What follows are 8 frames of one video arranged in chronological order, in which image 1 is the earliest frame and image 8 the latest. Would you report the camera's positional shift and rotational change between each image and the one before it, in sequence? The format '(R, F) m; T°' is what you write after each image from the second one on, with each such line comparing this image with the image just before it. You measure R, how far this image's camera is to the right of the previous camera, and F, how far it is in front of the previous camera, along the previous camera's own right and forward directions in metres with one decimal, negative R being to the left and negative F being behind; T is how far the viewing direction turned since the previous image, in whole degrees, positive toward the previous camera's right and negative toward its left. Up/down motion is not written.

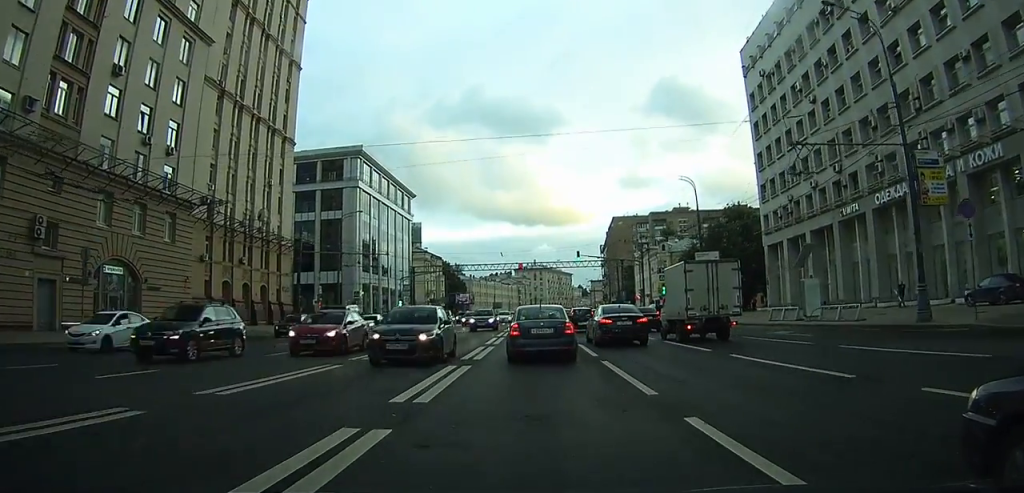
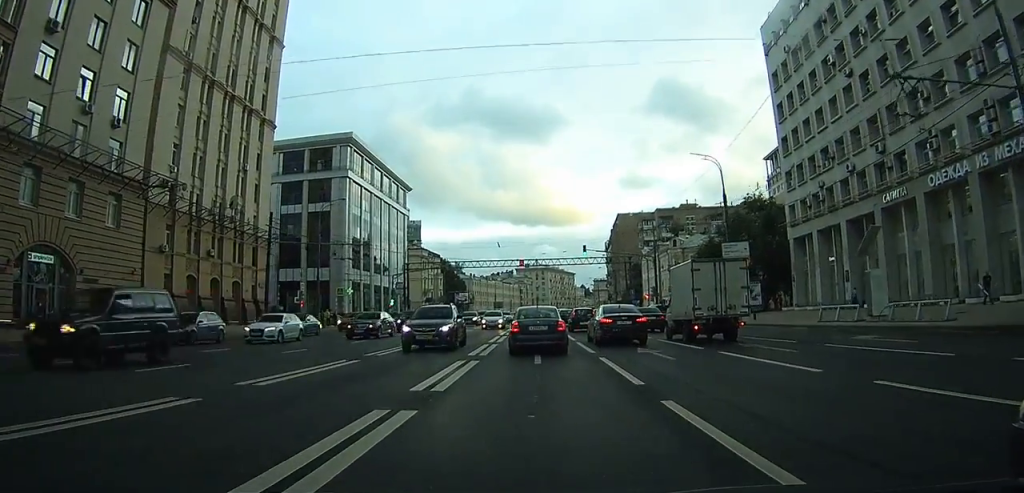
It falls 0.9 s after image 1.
(0.0, +7.7) m; 0°
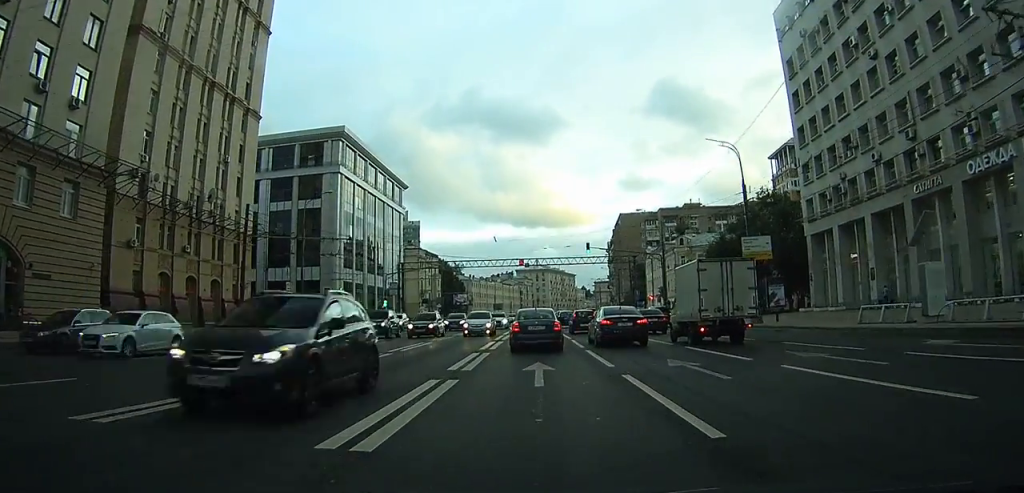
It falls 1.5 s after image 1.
(0.0, +4.7) m; 0°
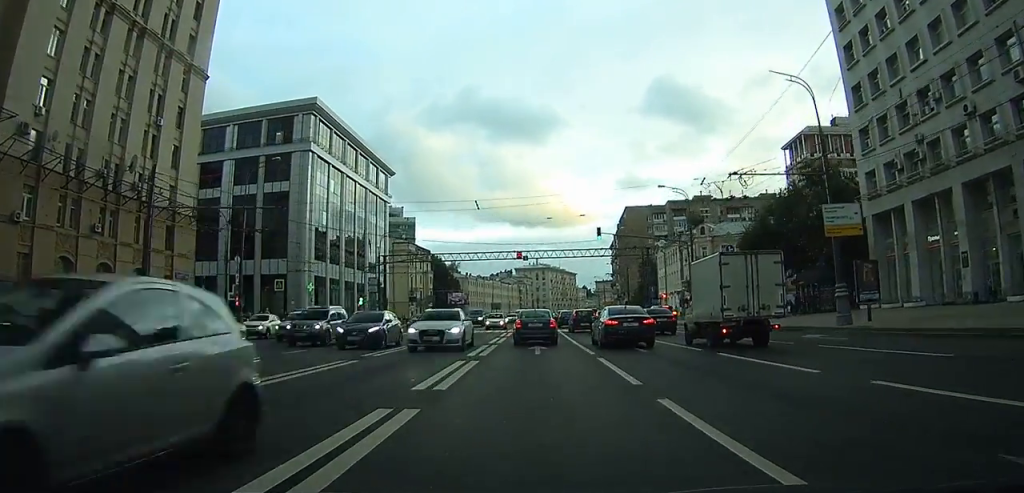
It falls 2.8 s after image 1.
(0.0, +12.4) m; -1°
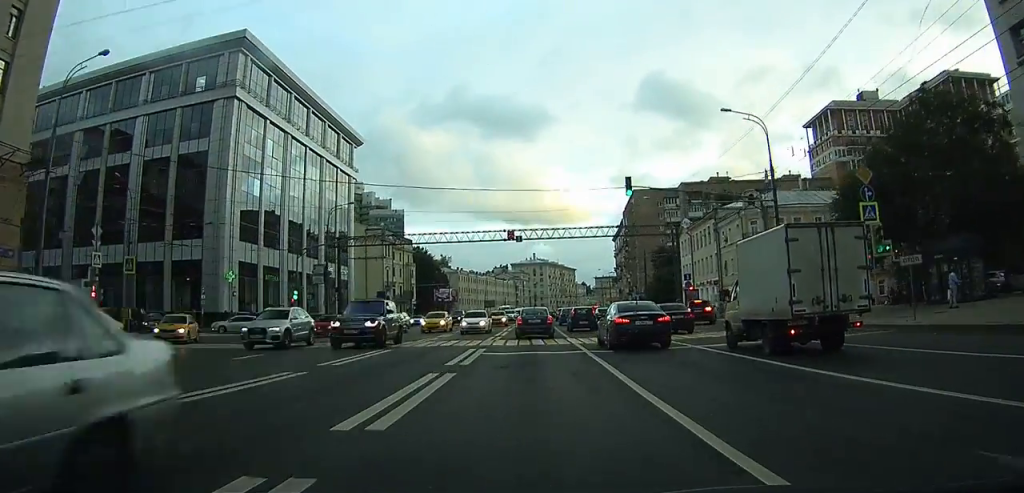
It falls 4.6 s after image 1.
(-0.4, +19.9) m; -3°
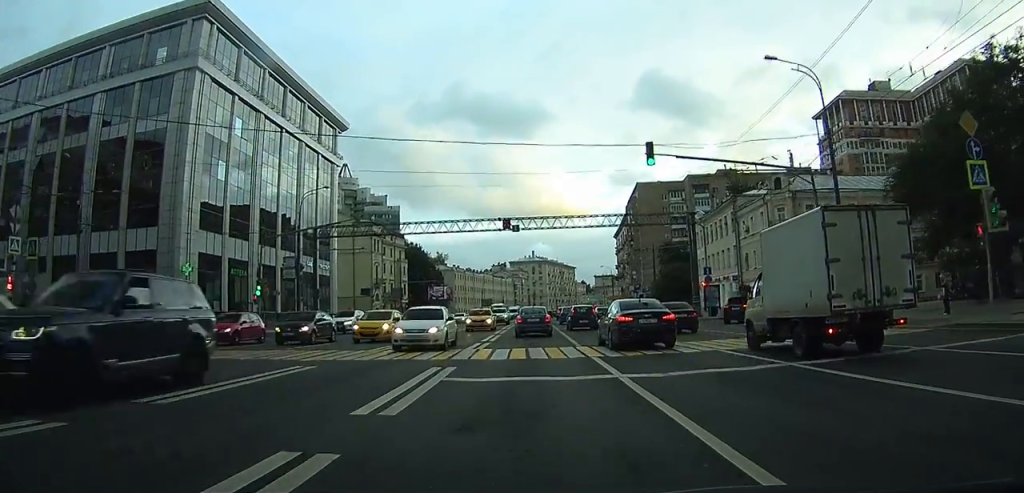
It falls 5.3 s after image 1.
(-0.1, +7.5) m; -1°
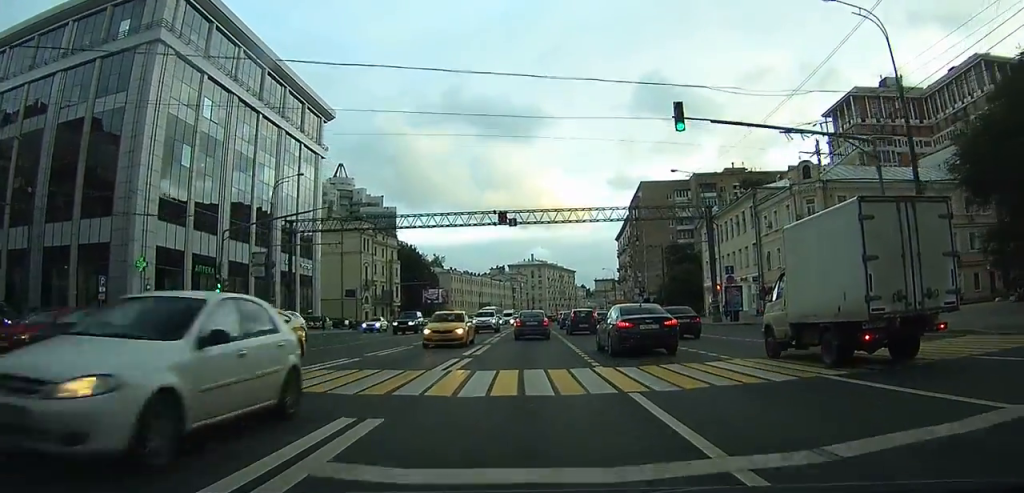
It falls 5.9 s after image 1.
(0.0, +6.5) m; 0°
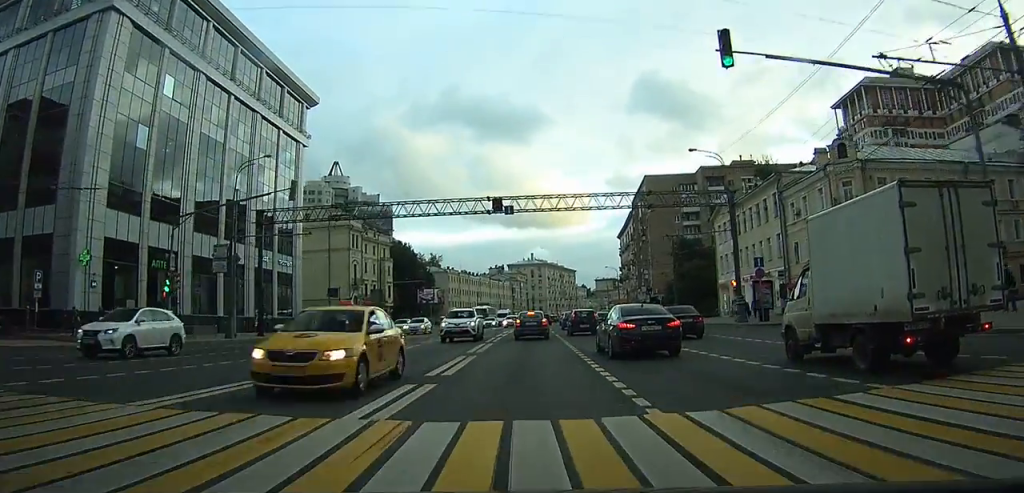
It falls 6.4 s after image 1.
(0.0, +6.5) m; 0°
